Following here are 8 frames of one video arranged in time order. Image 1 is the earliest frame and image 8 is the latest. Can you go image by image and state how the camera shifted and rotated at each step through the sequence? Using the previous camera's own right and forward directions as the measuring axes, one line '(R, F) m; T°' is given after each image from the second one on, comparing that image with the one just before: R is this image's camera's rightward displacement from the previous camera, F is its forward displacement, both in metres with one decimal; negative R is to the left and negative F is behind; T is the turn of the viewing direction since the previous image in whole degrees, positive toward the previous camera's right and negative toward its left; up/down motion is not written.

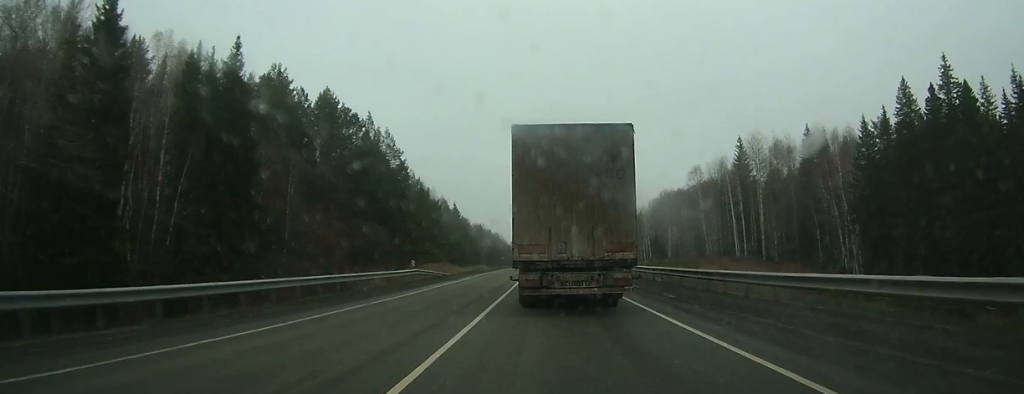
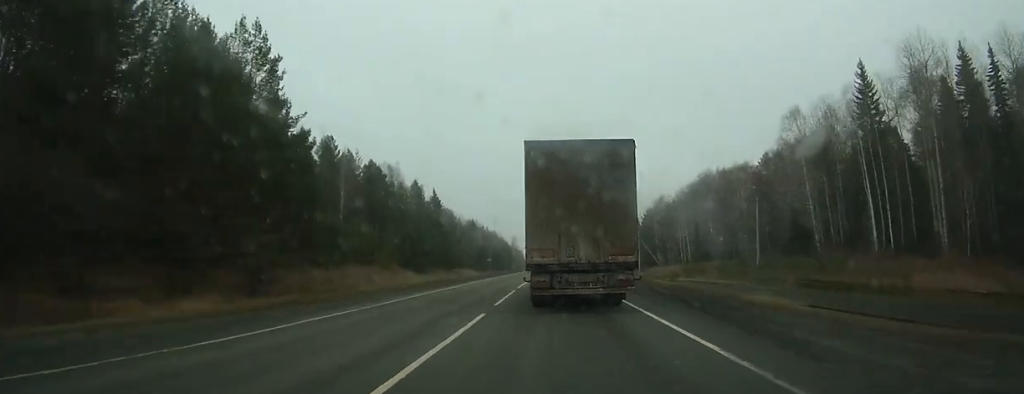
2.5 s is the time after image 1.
(-0.4, +49.8) m; -1°
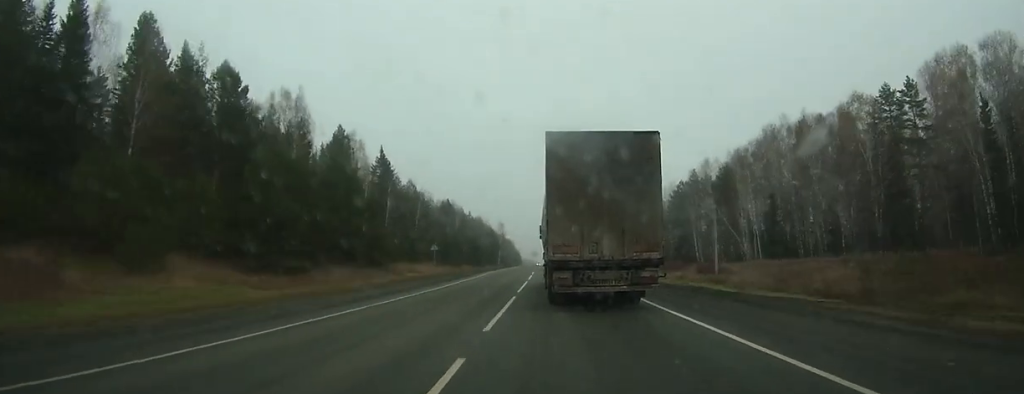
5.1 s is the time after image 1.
(-0.2, +53.6) m; 0°
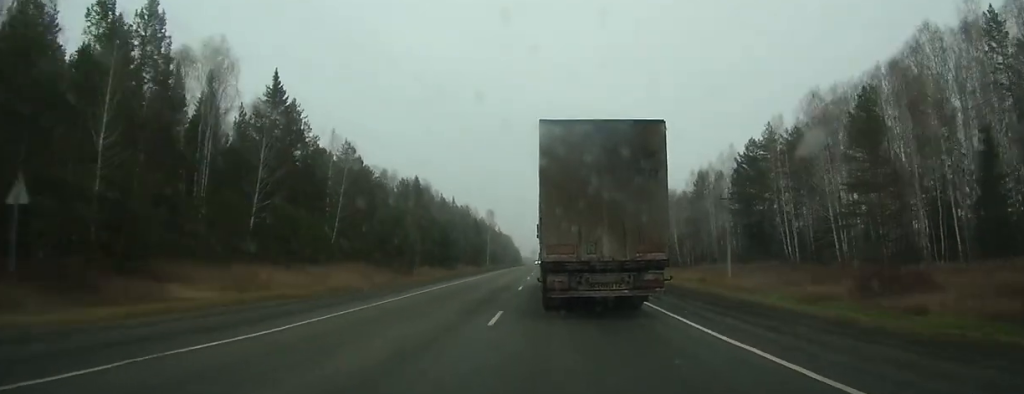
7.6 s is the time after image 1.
(+0.4, +52.5) m; +1°
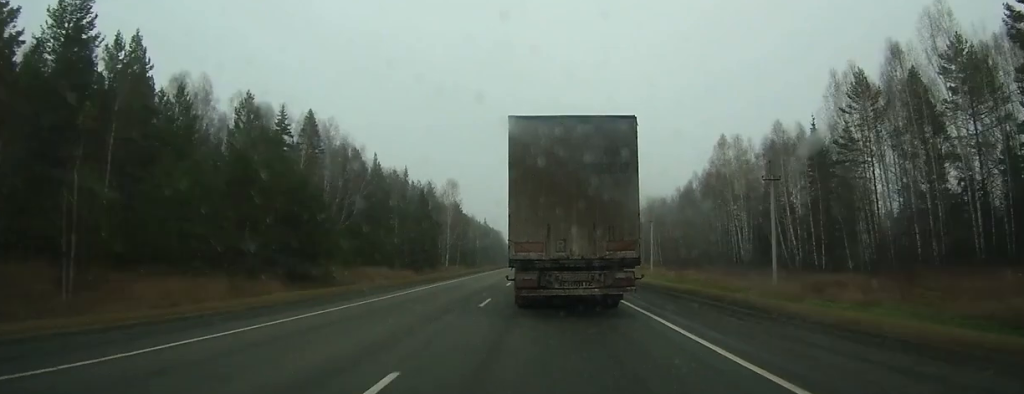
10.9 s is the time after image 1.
(+0.4, +68.2) m; 0°
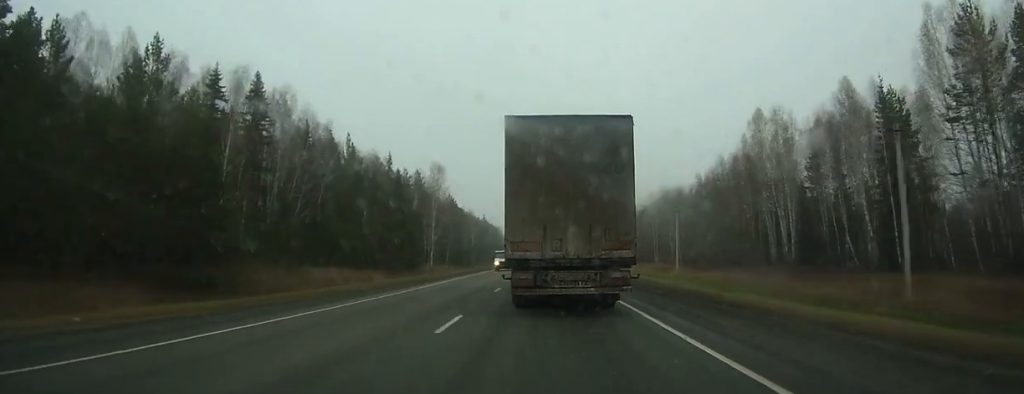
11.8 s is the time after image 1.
(+0.1, +17.6) m; 0°
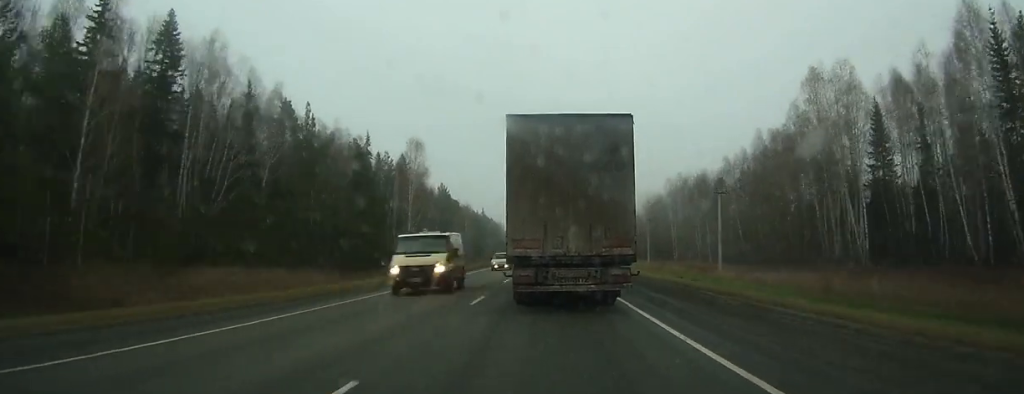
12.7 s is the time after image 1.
(-0.1, +18.8) m; 0°
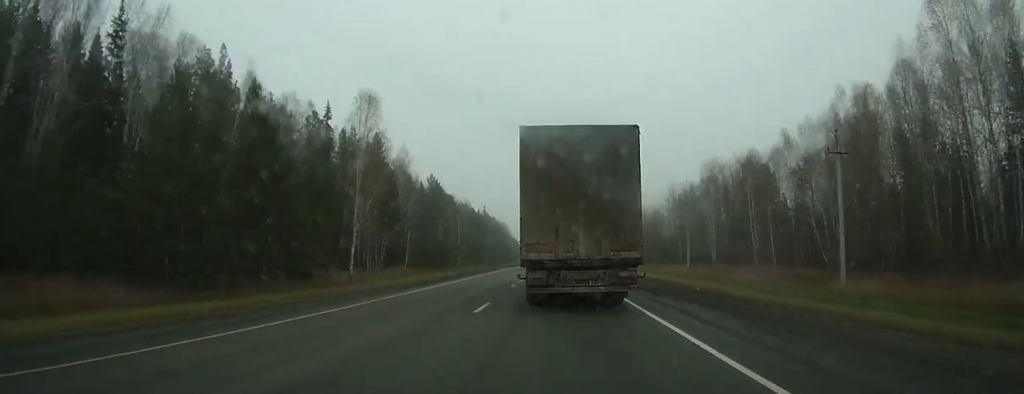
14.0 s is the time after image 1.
(0.0, +25.5) m; 0°
